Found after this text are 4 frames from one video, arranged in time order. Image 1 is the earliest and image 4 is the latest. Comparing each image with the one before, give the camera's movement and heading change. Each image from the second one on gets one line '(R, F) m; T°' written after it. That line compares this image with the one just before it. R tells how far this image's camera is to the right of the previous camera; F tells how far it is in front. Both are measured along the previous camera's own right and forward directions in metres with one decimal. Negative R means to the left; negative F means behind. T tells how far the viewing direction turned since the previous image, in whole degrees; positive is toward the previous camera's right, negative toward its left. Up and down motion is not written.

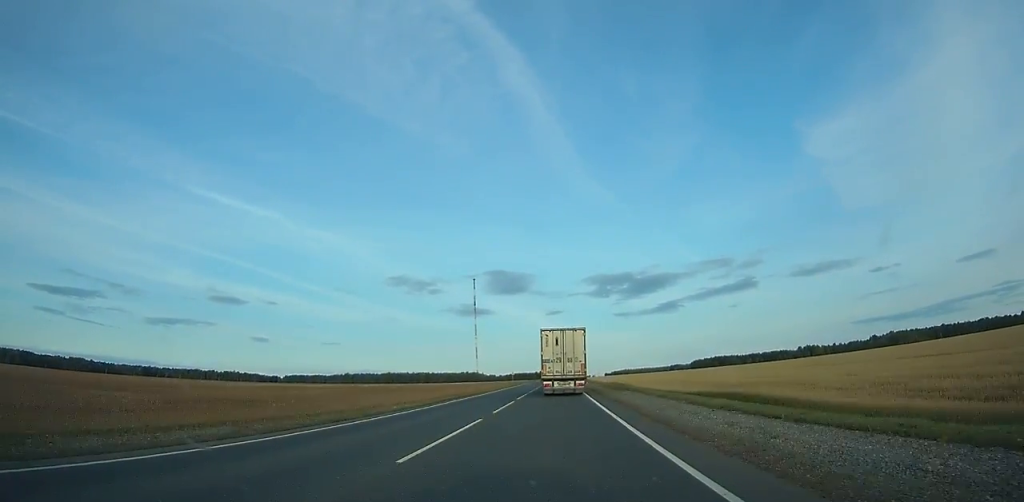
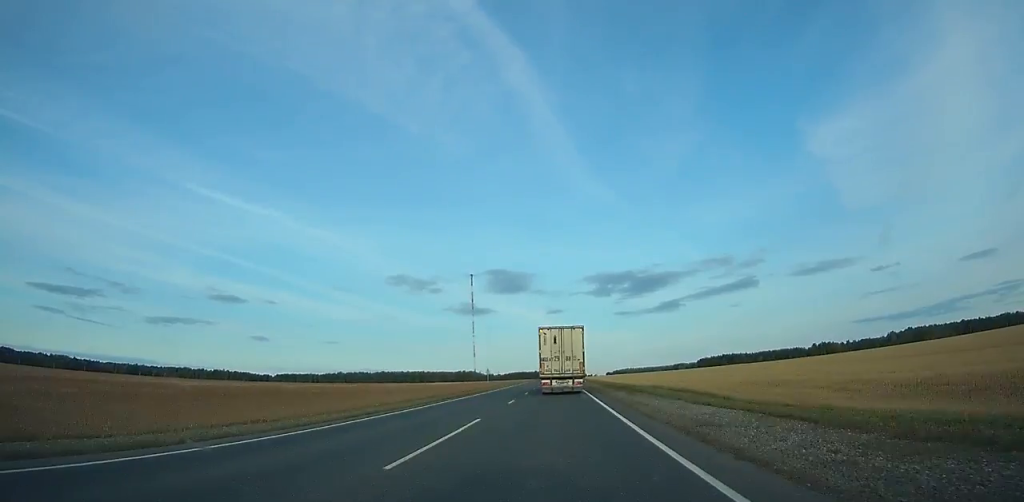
(+0.1, +45.2) m; 0°
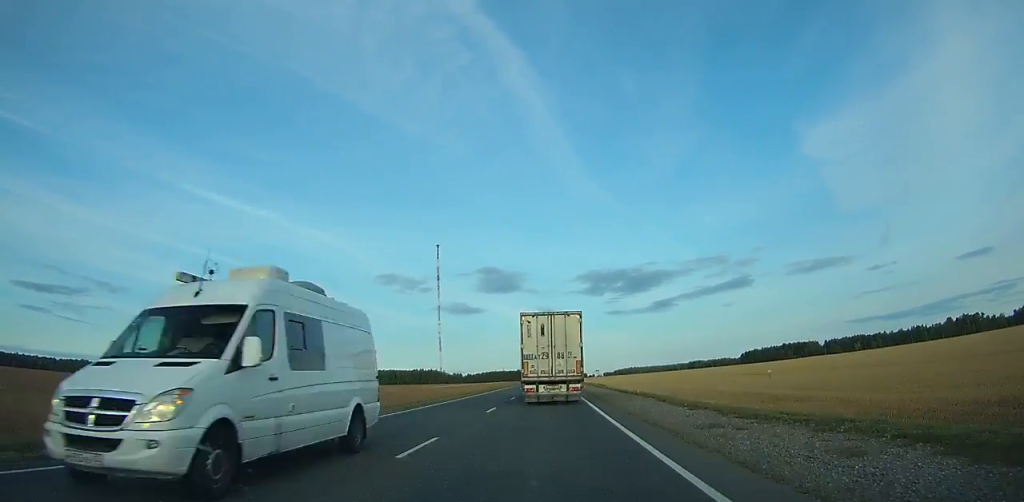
(+2.8, +312.0) m; +1°
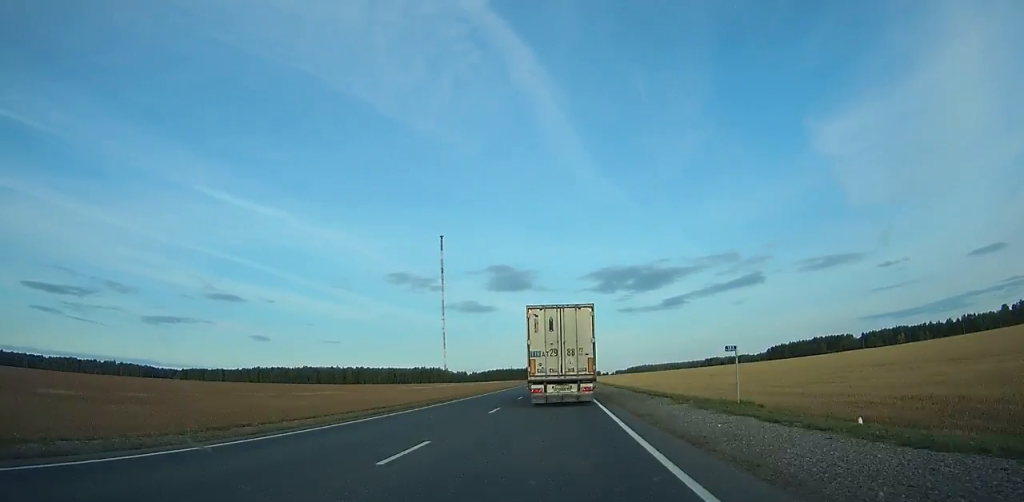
(0.0, +61.3) m; -1°
